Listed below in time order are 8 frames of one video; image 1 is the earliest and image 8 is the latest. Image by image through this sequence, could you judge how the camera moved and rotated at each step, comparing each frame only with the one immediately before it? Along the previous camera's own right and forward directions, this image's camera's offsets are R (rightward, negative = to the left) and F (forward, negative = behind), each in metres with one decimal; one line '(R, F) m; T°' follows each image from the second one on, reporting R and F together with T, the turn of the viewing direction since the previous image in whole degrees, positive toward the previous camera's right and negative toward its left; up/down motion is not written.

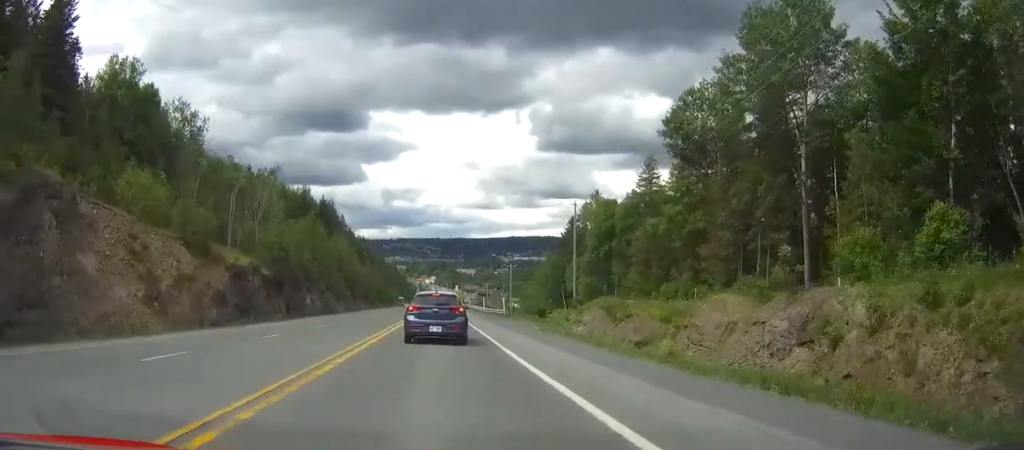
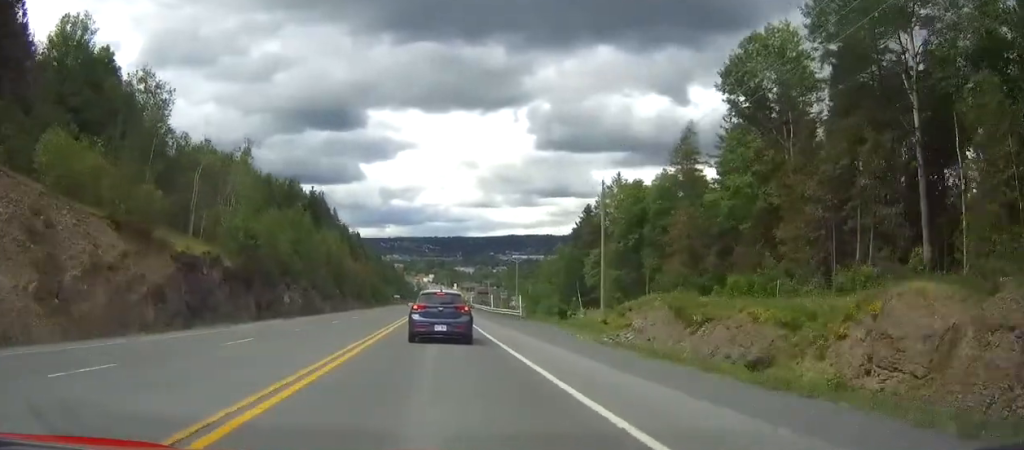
(0.0, +12.6) m; 0°
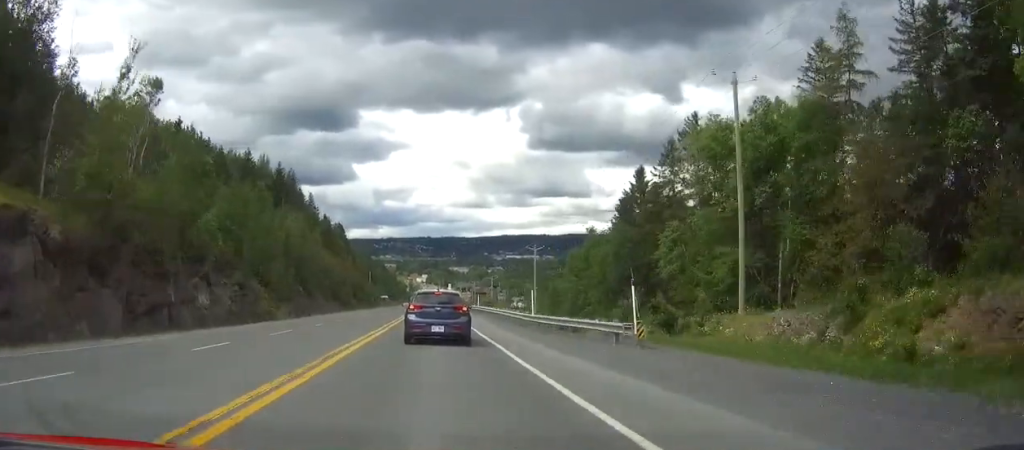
(+0.1, +27.9) m; 0°
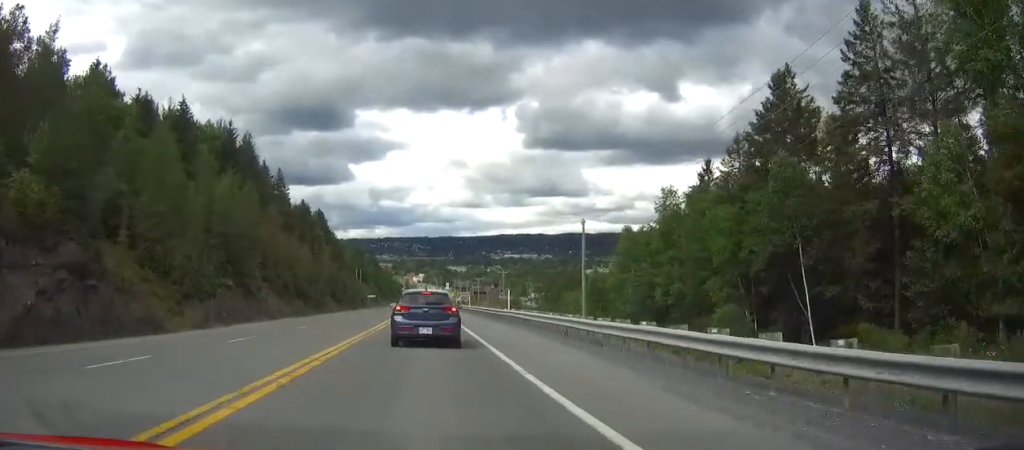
(+0.1, +30.9) m; 0°
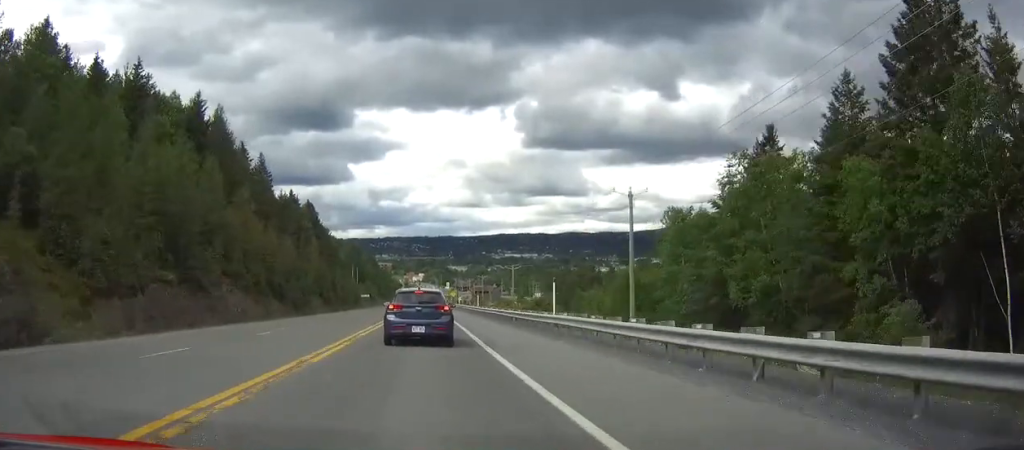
(+0.1, +14.9) m; 0°
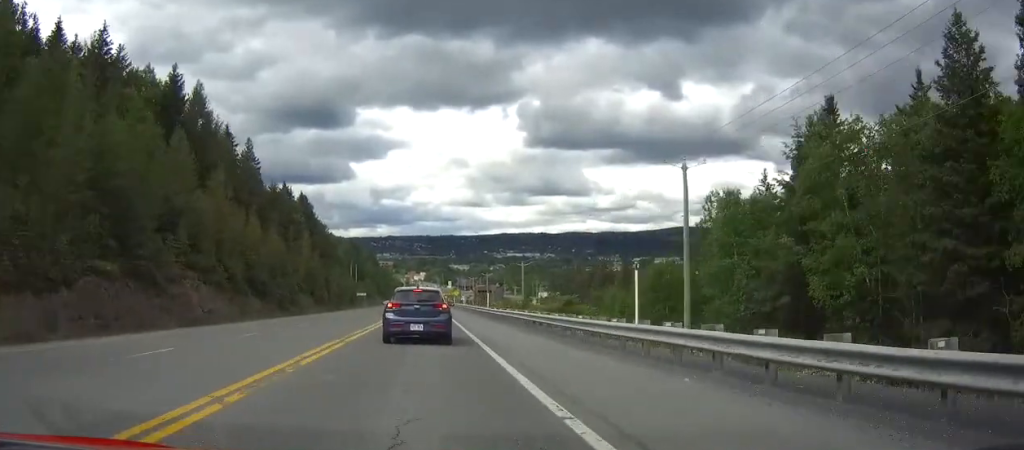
(0.0, +10.1) m; 0°
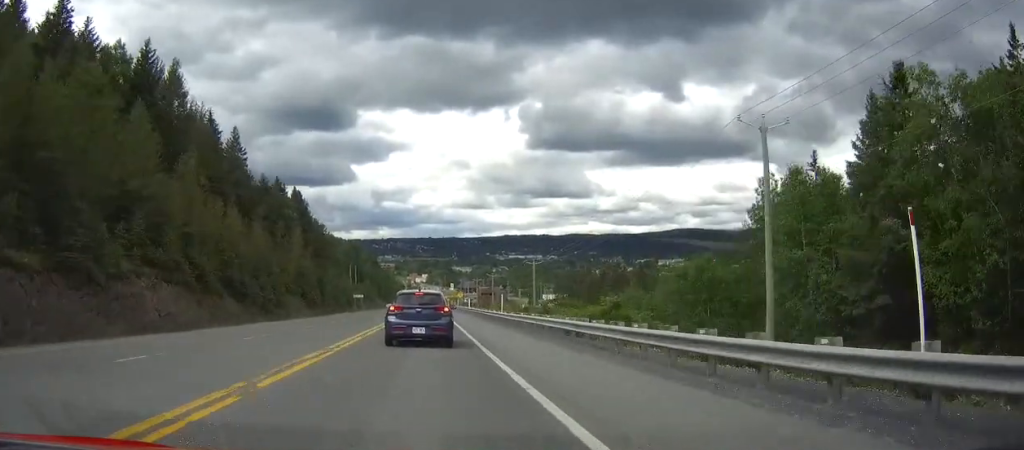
(-0.1, +9.4) m; 0°
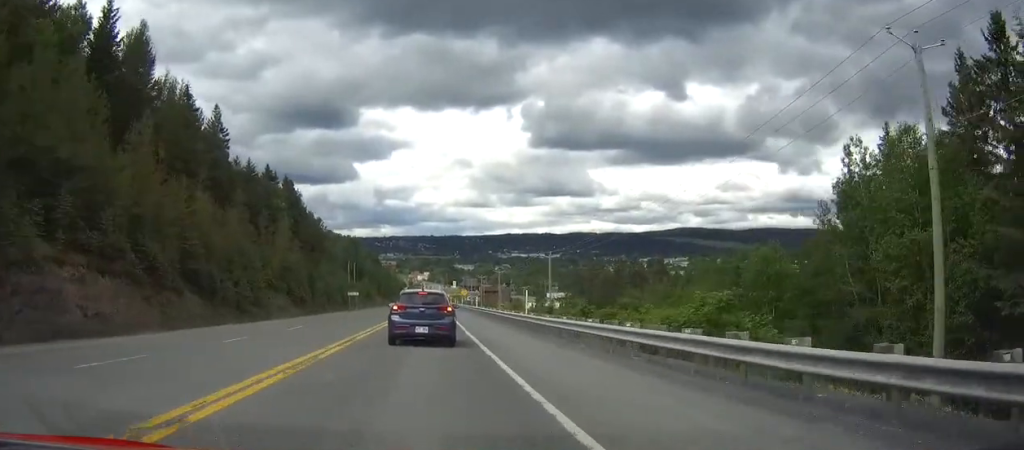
(0.0, +10.7) m; 0°
